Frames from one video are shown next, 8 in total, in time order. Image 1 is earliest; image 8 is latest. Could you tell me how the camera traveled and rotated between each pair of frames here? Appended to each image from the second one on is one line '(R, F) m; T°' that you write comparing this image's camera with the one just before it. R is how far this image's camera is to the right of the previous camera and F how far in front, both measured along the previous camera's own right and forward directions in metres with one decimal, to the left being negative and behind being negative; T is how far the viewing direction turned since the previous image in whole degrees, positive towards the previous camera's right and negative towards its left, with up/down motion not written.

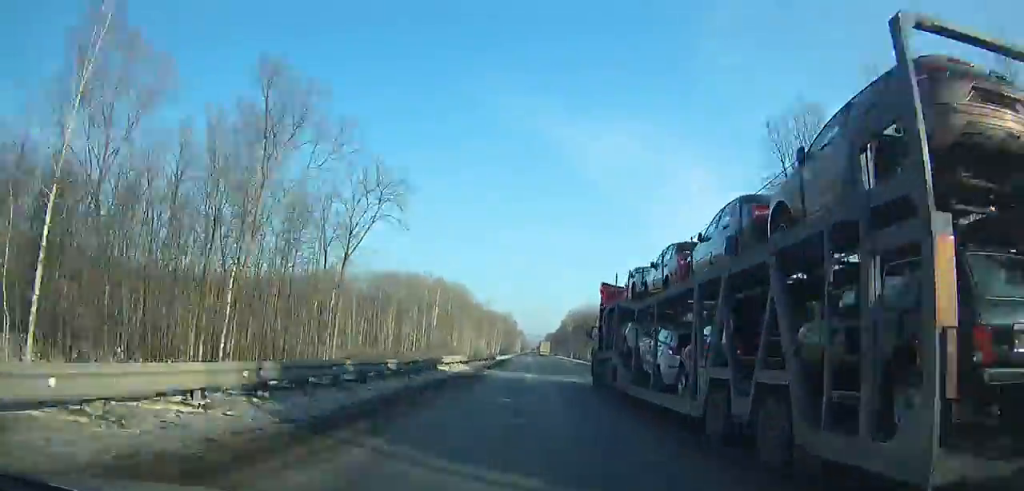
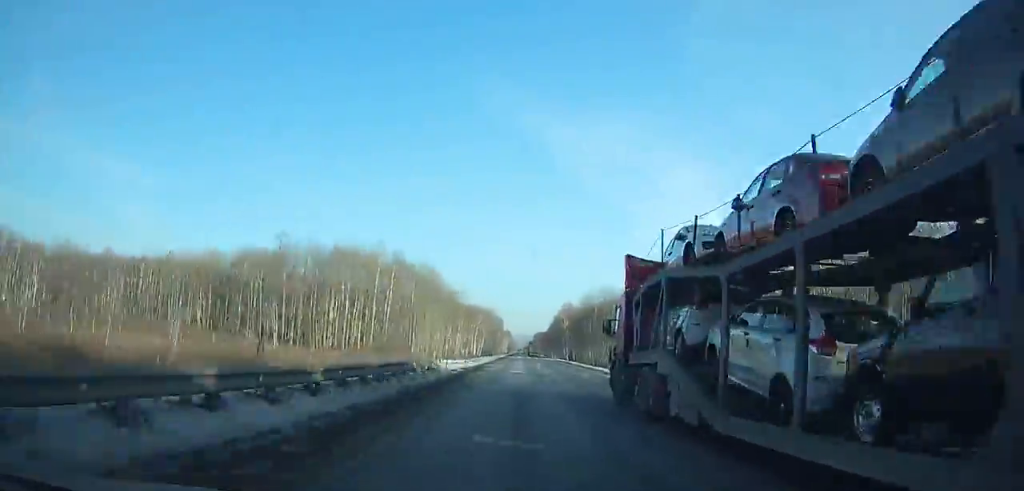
(+0.2, +40.4) m; +1°
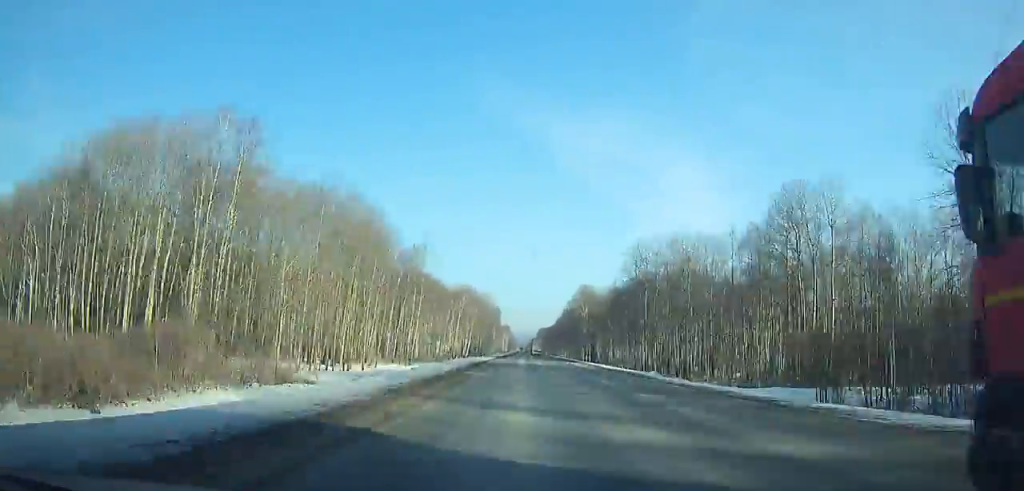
(+0.2, +60.8) m; +1°
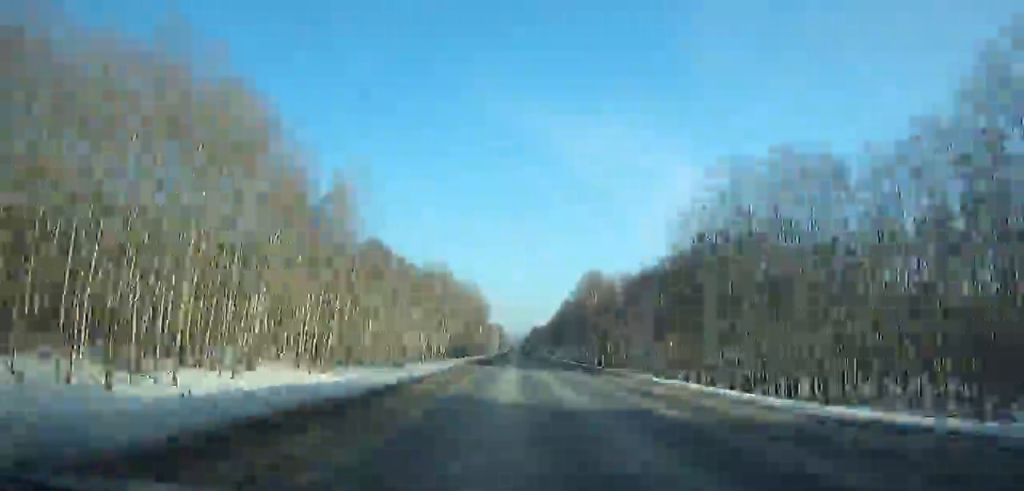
(+0.4, +34.0) m; 0°
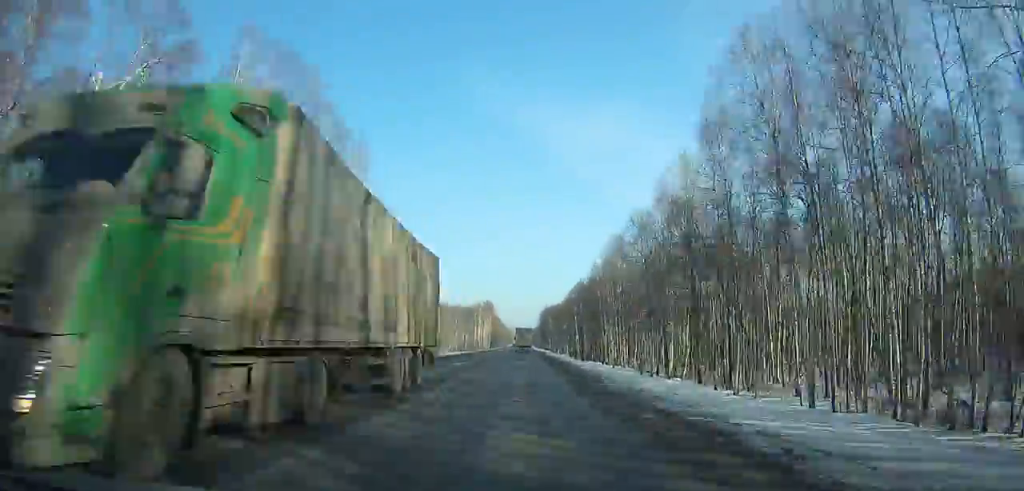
(+0.3, +153.9) m; -1°
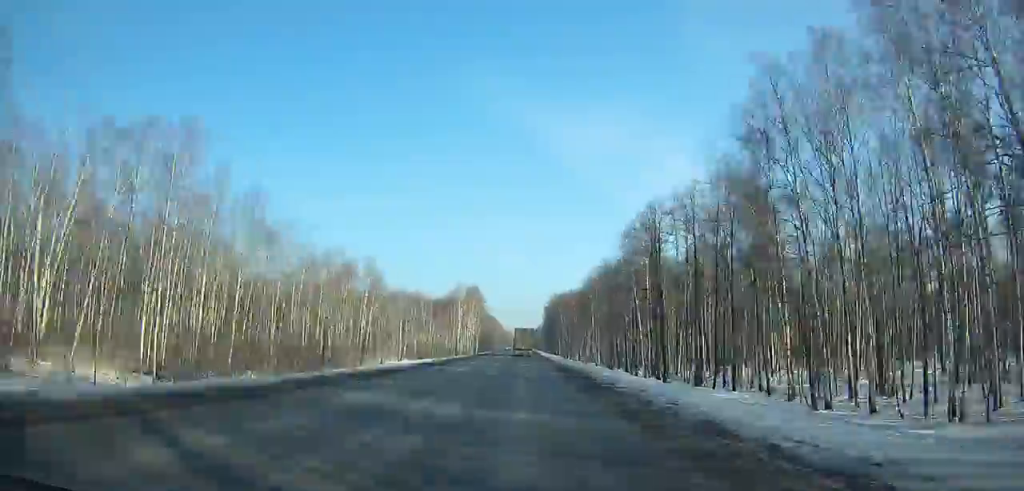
(-0.6, +72.8) m; -1°
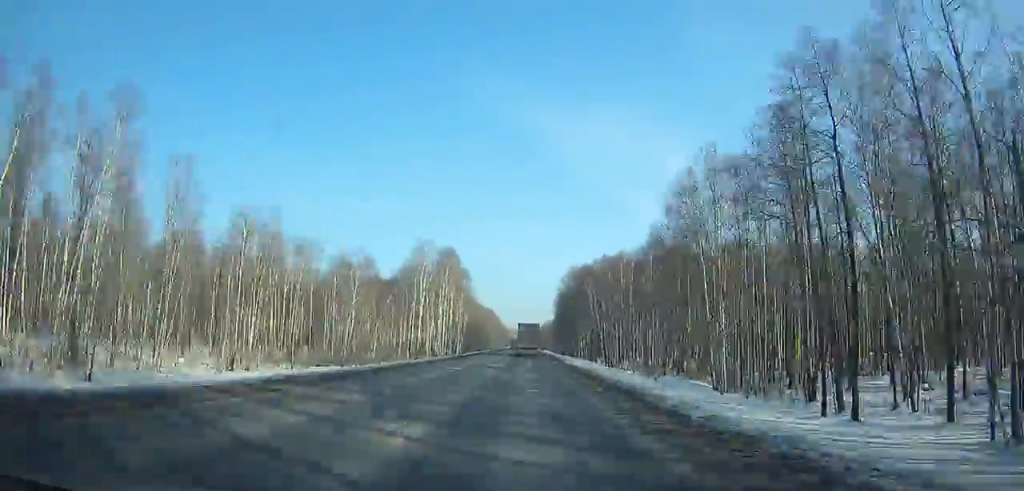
(-0.1, +62.9) m; -1°
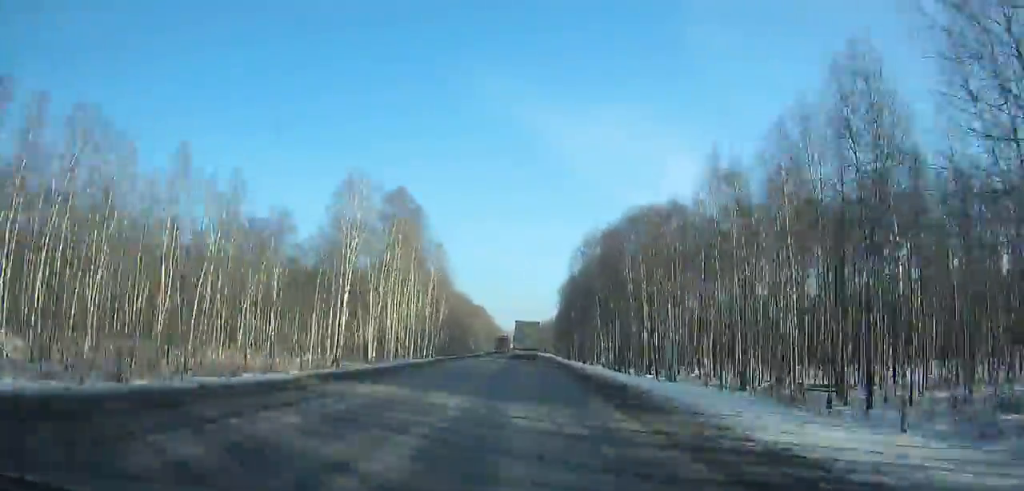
(-0.3, +38.7) m; 0°
